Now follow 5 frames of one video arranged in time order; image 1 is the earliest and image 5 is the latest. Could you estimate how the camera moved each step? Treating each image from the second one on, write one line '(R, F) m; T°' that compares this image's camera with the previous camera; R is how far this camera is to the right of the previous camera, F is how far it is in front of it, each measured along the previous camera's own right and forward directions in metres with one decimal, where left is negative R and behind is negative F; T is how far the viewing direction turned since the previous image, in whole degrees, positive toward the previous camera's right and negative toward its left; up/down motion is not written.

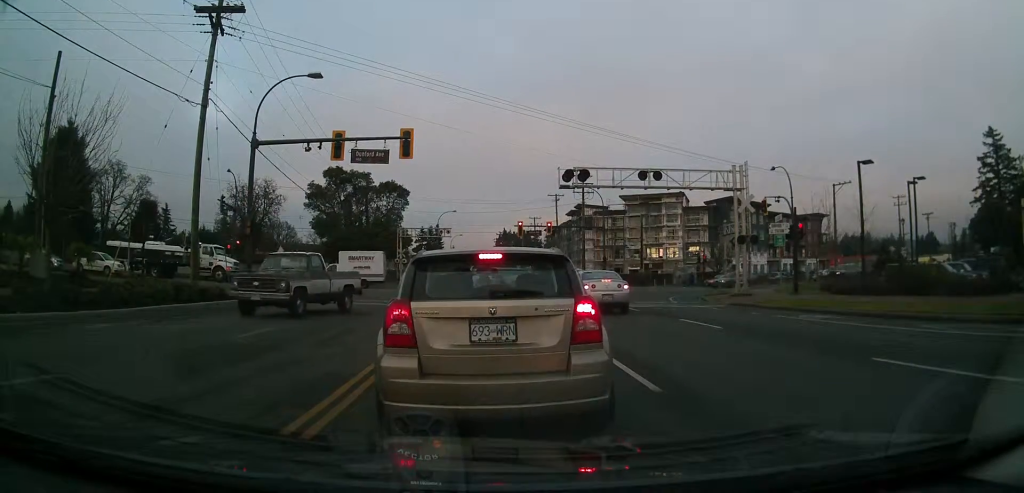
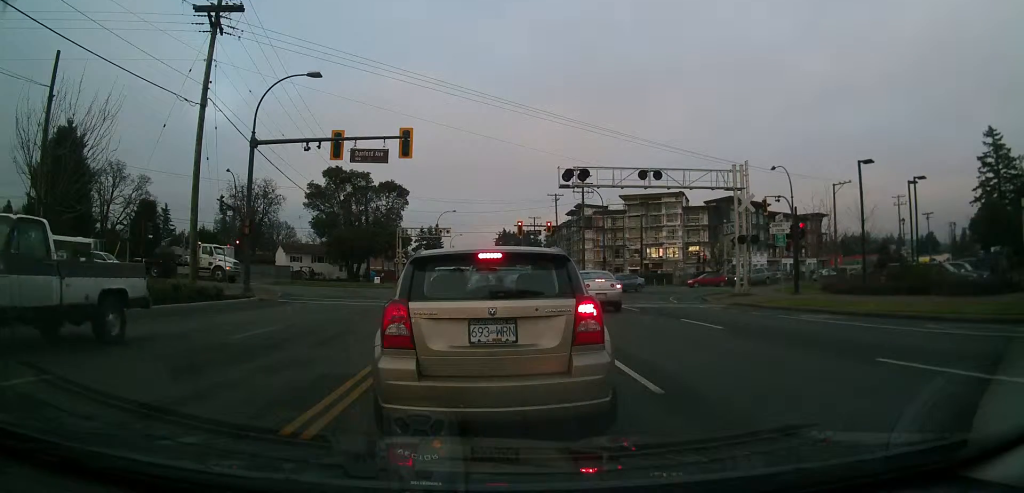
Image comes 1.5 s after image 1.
(0.0, 0.0) m; 0°
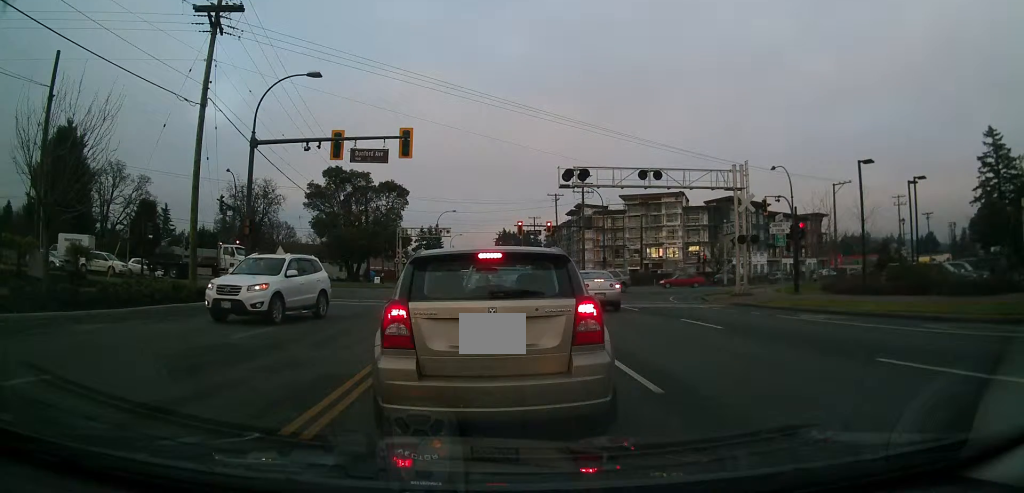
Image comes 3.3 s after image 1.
(0.0, 0.0) m; 0°
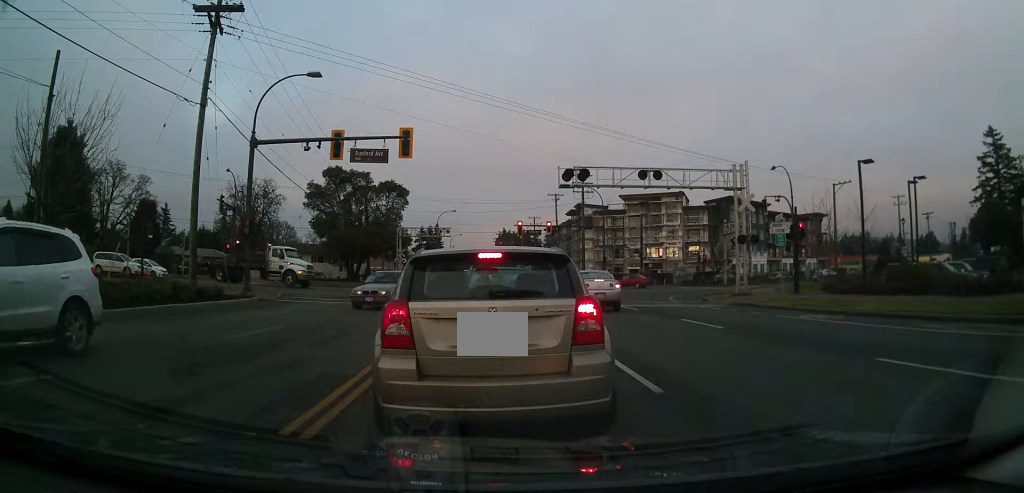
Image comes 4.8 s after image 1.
(0.0, 0.0) m; 0°
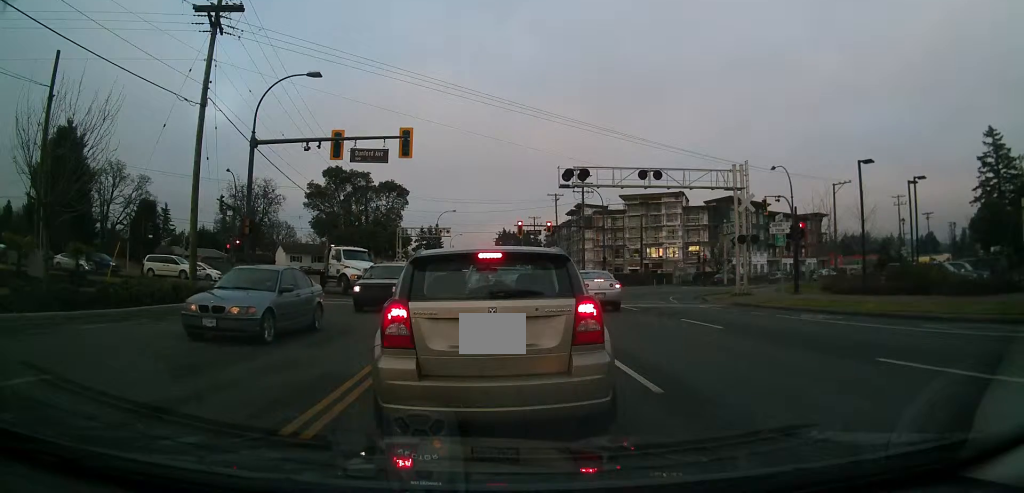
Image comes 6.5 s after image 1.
(0.0, 0.0) m; 0°
